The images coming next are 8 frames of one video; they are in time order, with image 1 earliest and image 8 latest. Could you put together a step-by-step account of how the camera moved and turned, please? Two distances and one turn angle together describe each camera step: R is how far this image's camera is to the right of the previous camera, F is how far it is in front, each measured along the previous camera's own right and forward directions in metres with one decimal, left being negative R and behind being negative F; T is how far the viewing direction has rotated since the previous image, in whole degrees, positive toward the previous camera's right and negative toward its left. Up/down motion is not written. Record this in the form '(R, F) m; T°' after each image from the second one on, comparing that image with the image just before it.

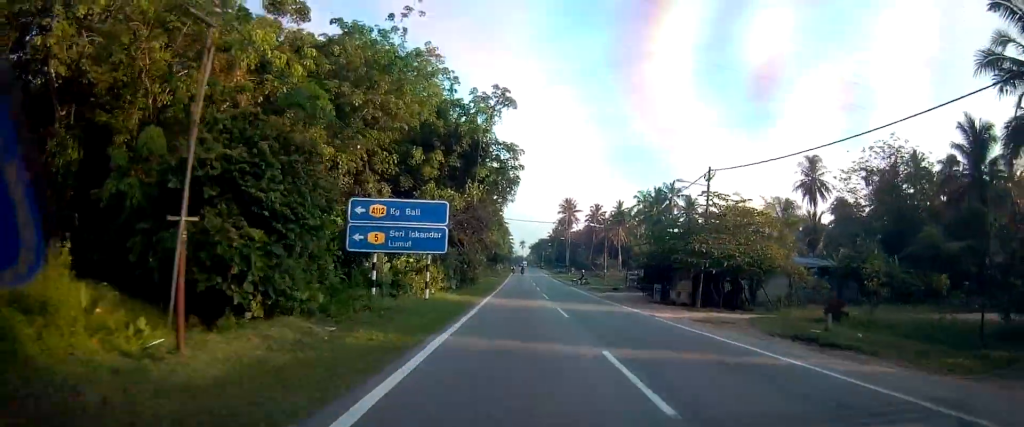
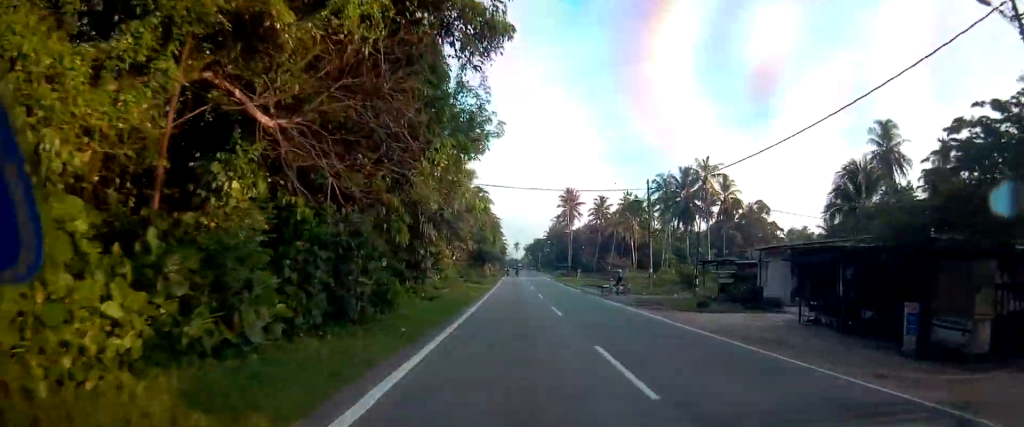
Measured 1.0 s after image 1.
(+0.3, +23.2) m; +2°
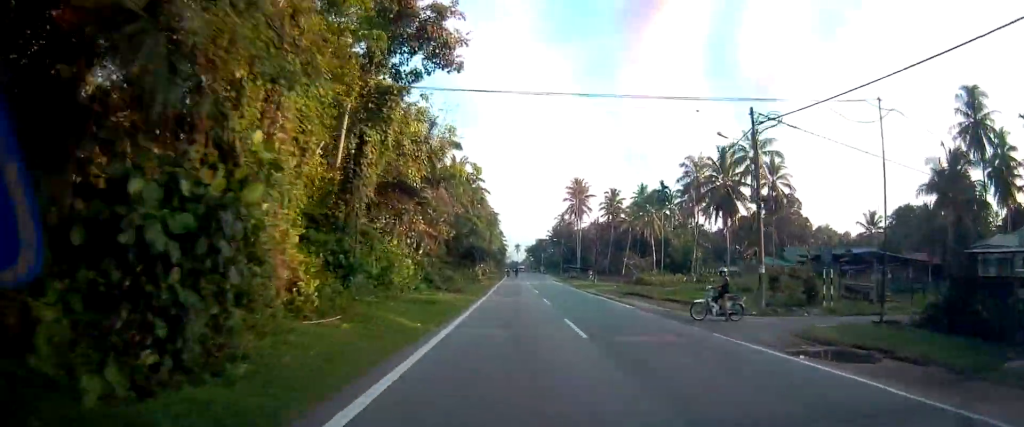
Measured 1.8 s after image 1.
(+0.6, +18.1) m; 0°
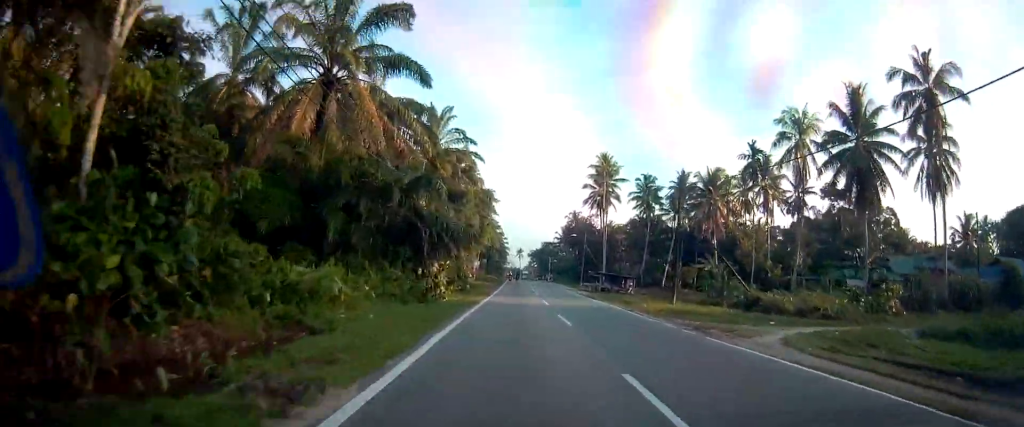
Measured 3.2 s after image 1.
(-0.4, +32.2) m; 0°
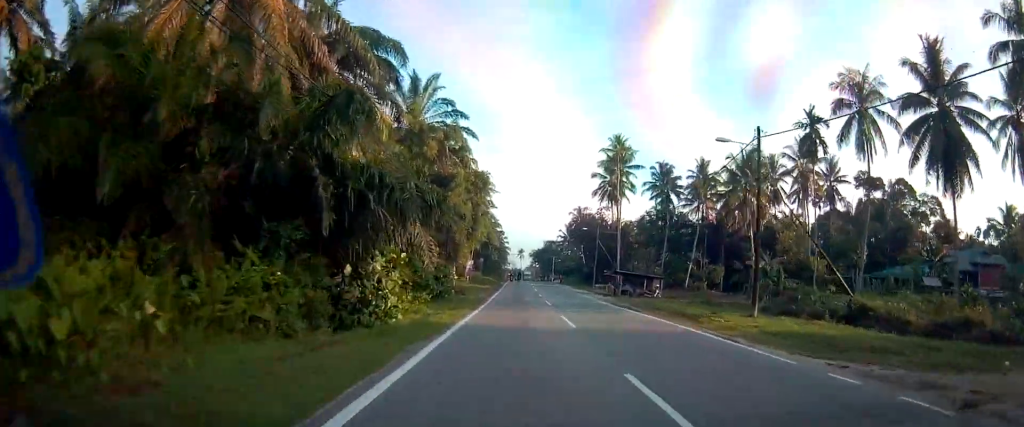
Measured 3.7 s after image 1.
(+0.5, +11.7) m; 0°
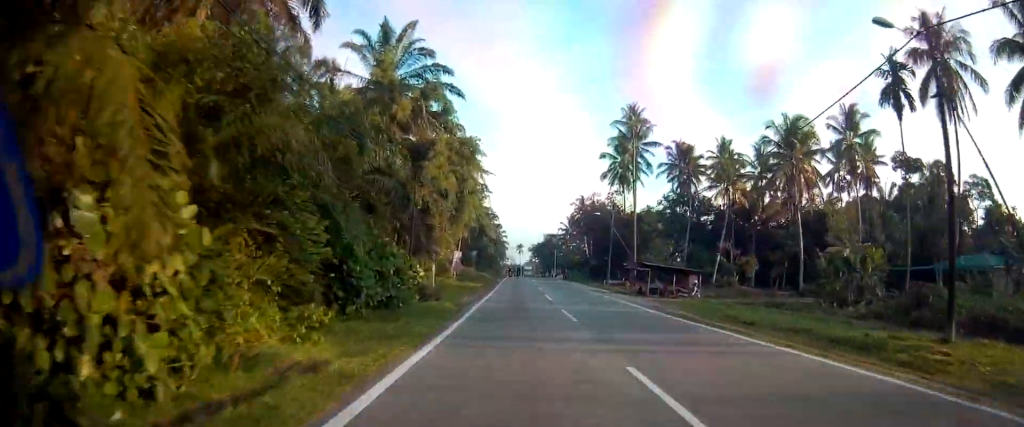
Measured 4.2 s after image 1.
(-0.3, +11.7) m; -1°
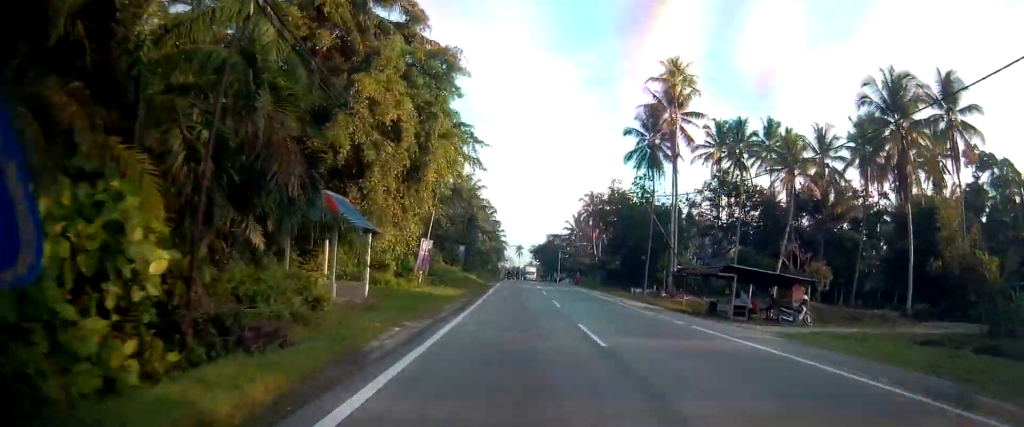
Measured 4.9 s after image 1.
(-0.4, +16.7) m; -1°
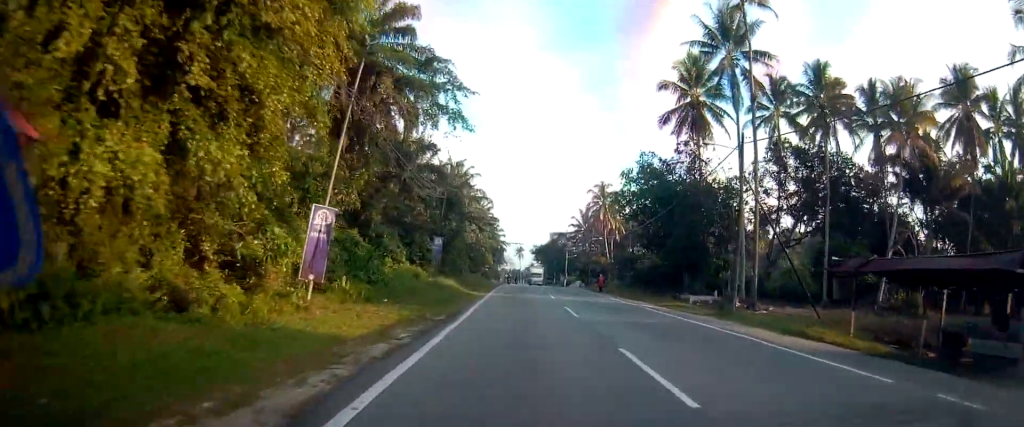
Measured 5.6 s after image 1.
(-0.1, +17.1) m; +2°
